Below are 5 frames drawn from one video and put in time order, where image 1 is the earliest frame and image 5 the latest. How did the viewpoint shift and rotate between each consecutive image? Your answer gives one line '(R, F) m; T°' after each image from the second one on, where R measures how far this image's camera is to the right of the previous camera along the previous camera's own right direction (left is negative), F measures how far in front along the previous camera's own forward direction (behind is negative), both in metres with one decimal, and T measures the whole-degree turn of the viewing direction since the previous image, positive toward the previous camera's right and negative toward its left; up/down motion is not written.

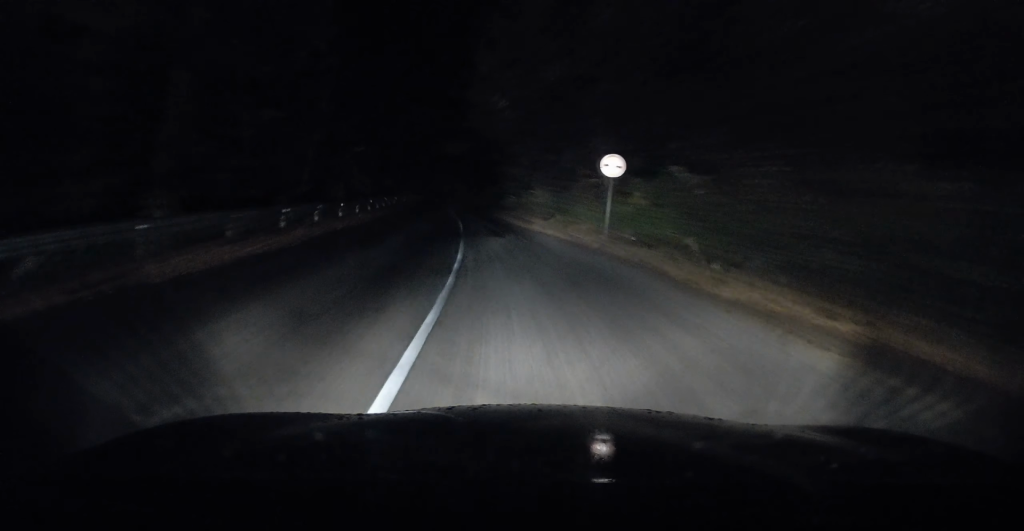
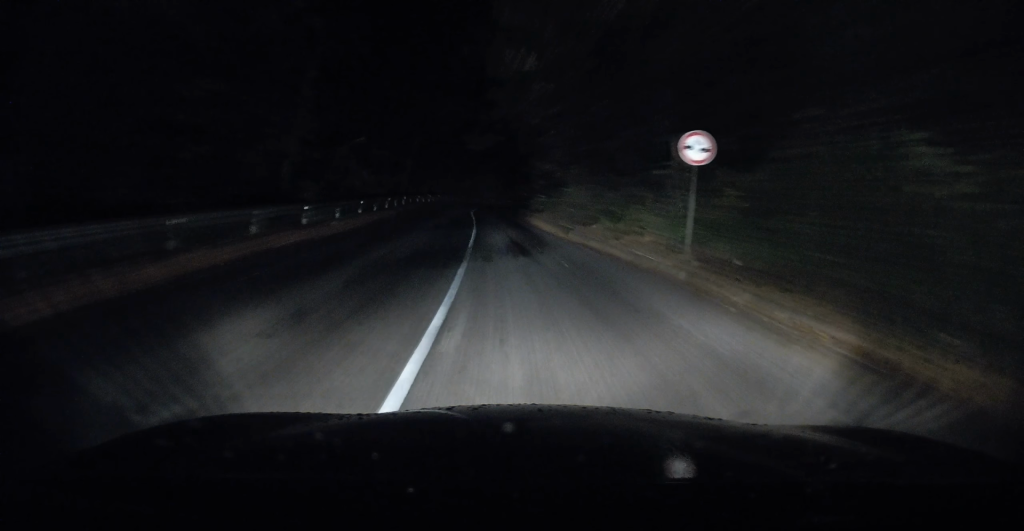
(0.0, +6.8) m; -4°
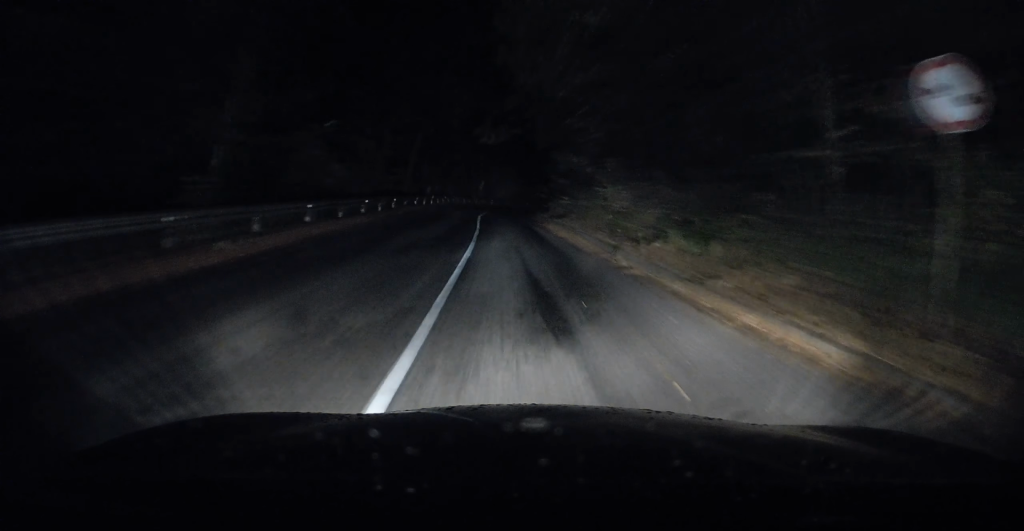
(-0.5, +7.9) m; -2°
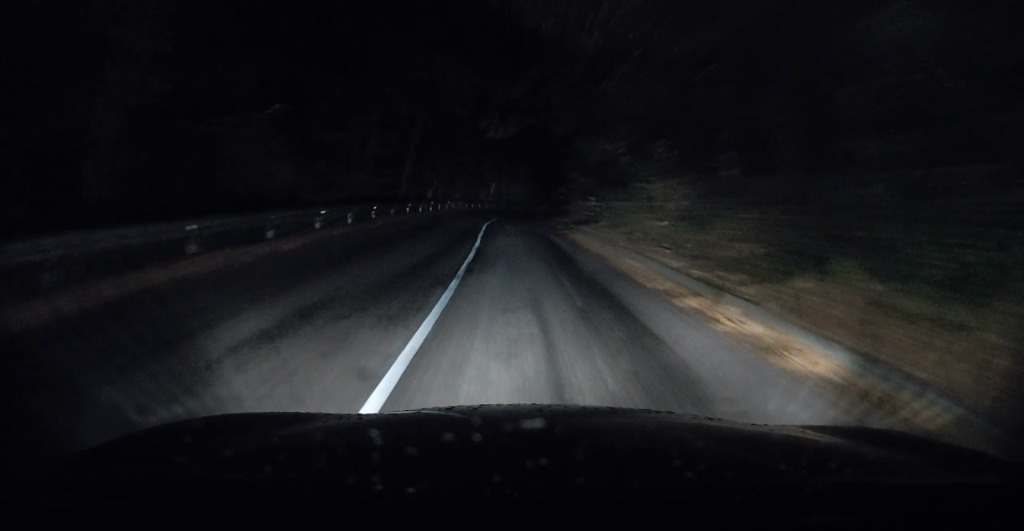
(-0.2, +7.0) m; -2°
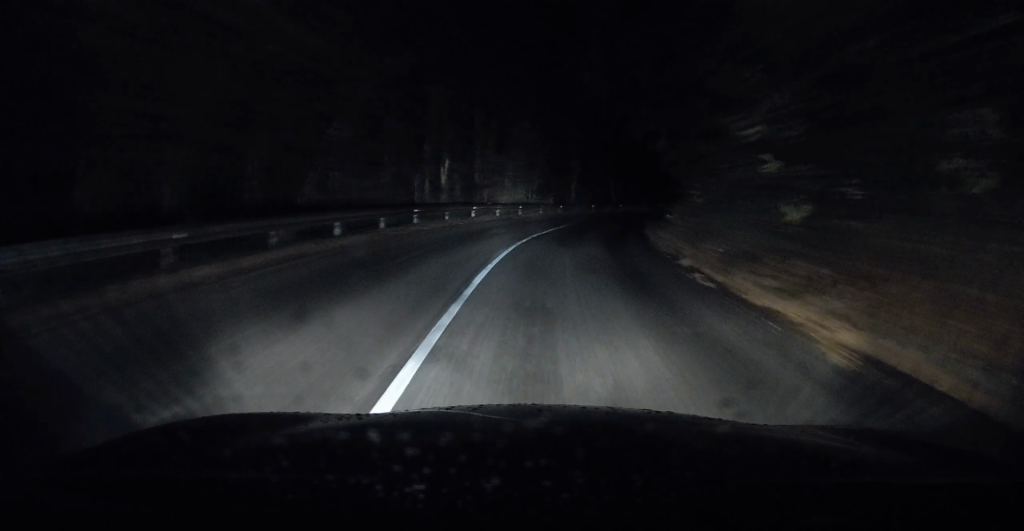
(-0.3, +46.1) m; +1°
